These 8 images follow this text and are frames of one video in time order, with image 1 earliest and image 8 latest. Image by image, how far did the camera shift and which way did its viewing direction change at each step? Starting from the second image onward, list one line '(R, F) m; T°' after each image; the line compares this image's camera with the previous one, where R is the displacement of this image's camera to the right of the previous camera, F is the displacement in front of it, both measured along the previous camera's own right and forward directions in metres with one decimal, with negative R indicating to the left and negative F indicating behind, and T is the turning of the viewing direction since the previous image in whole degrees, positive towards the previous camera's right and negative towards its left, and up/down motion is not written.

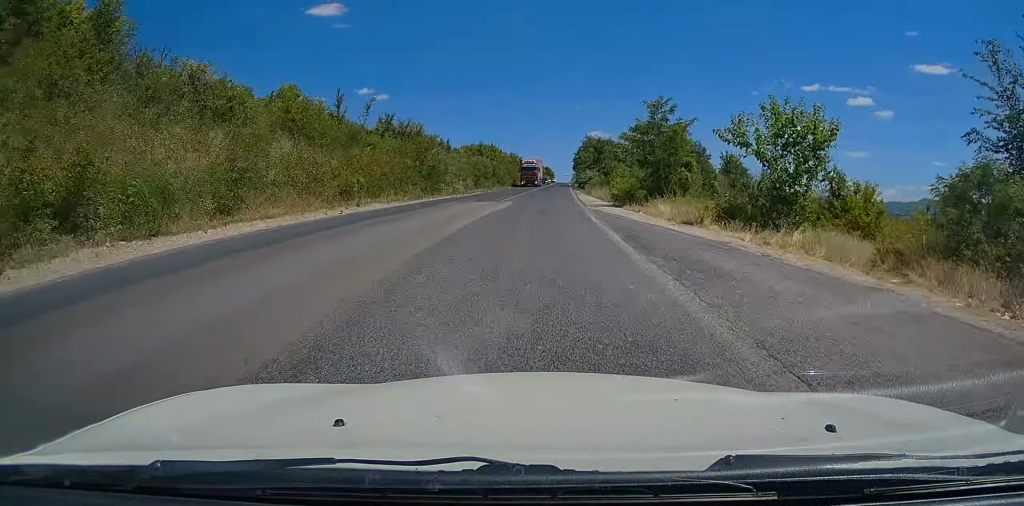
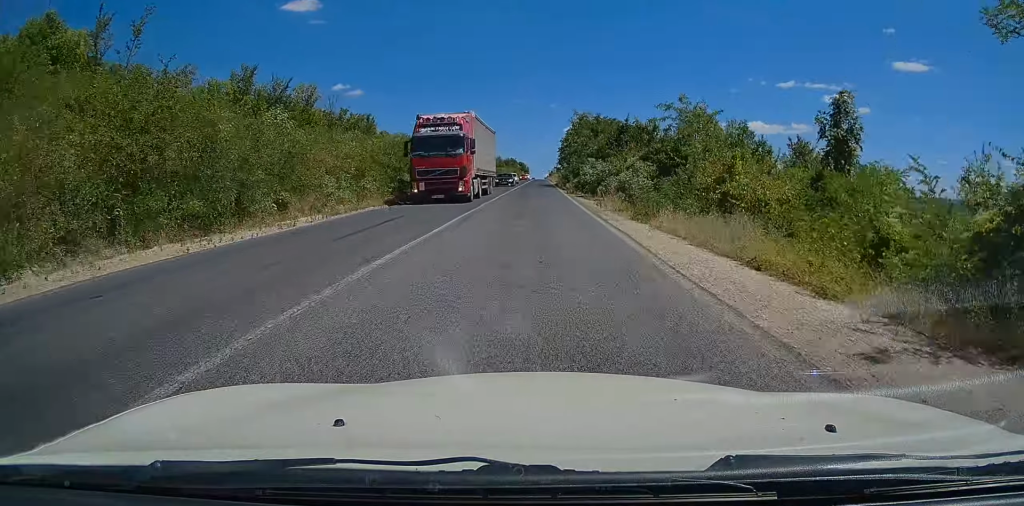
(+1.1, +30.6) m; +4°
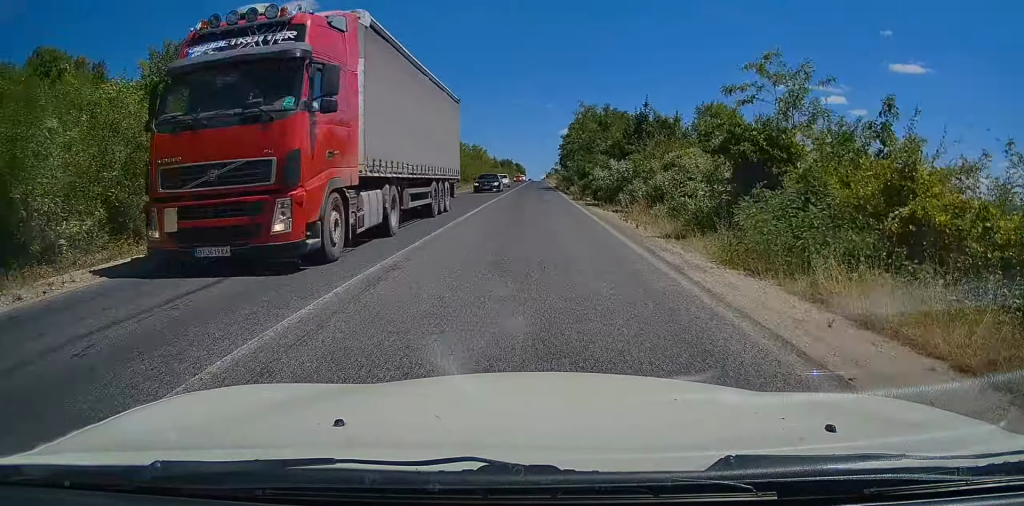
(+0.1, +9.2) m; +1°
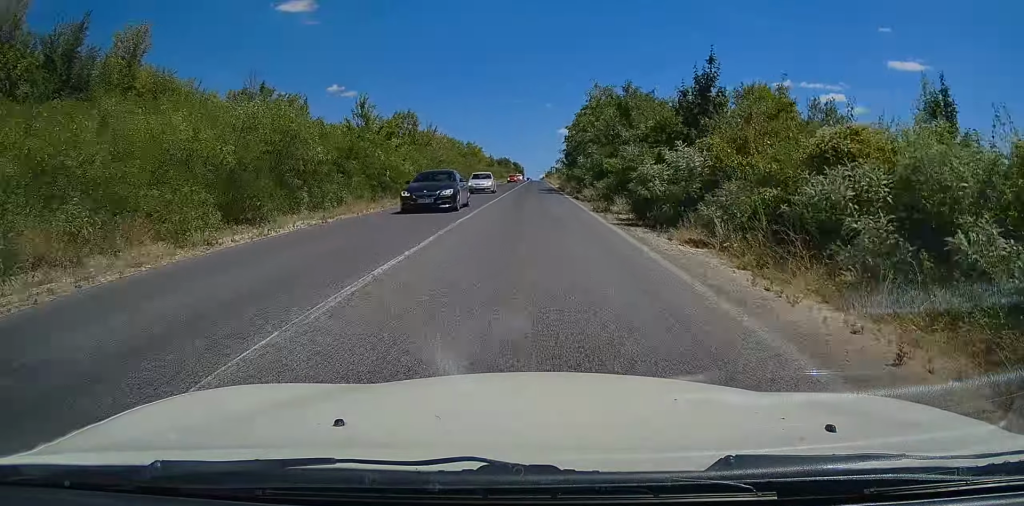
(+0.1, +11.8) m; 0°
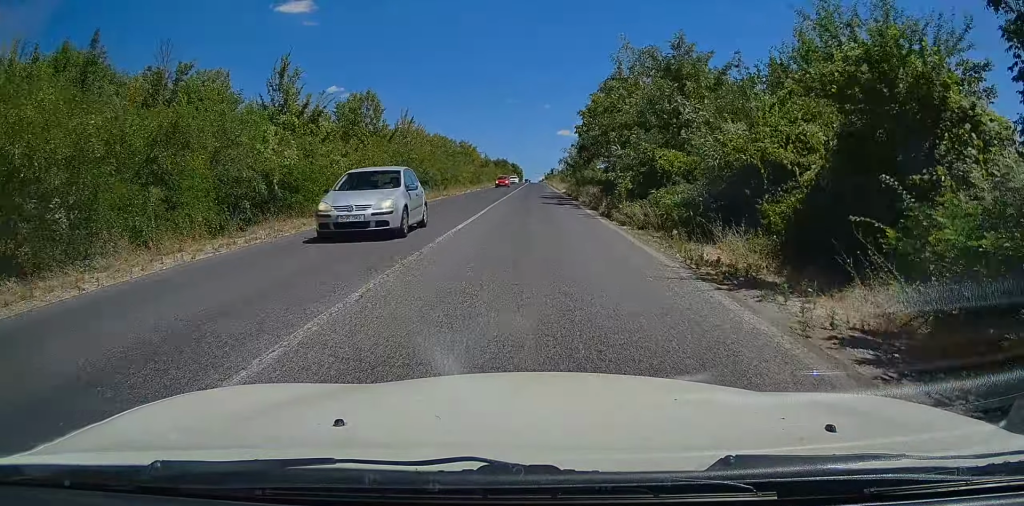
(0.0, +14.5) m; 0°
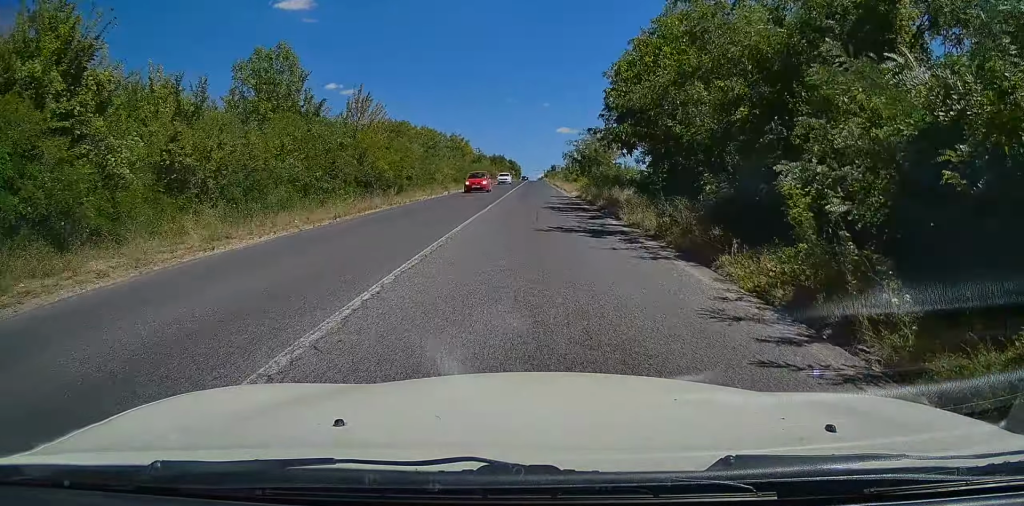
(0.0, +15.9) m; 0°
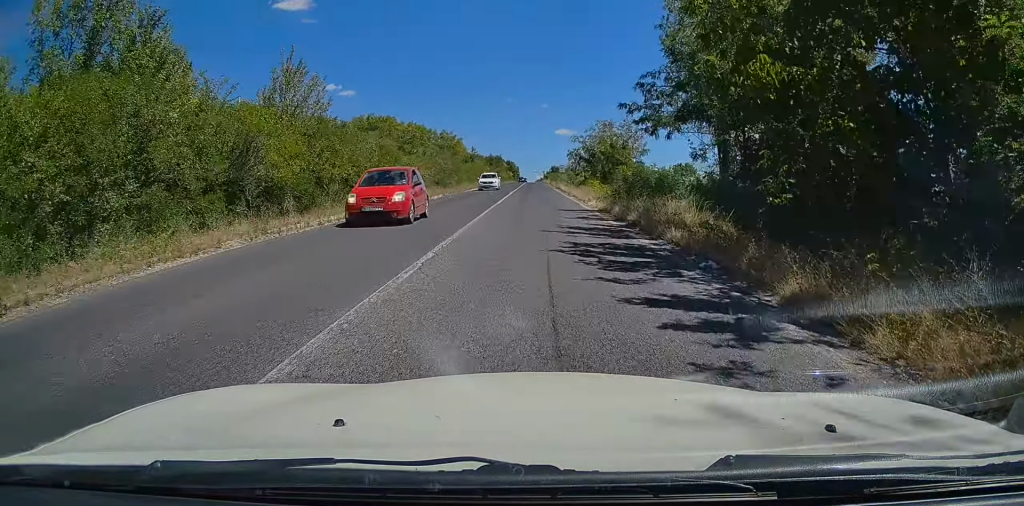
(0.0, +13.3) m; +1°
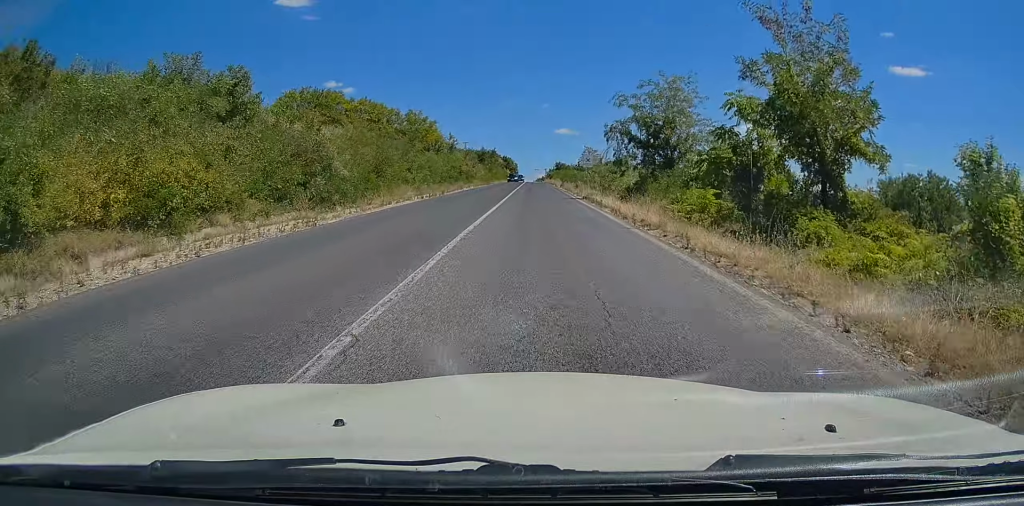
(+0.4, +35.7) m; 0°
